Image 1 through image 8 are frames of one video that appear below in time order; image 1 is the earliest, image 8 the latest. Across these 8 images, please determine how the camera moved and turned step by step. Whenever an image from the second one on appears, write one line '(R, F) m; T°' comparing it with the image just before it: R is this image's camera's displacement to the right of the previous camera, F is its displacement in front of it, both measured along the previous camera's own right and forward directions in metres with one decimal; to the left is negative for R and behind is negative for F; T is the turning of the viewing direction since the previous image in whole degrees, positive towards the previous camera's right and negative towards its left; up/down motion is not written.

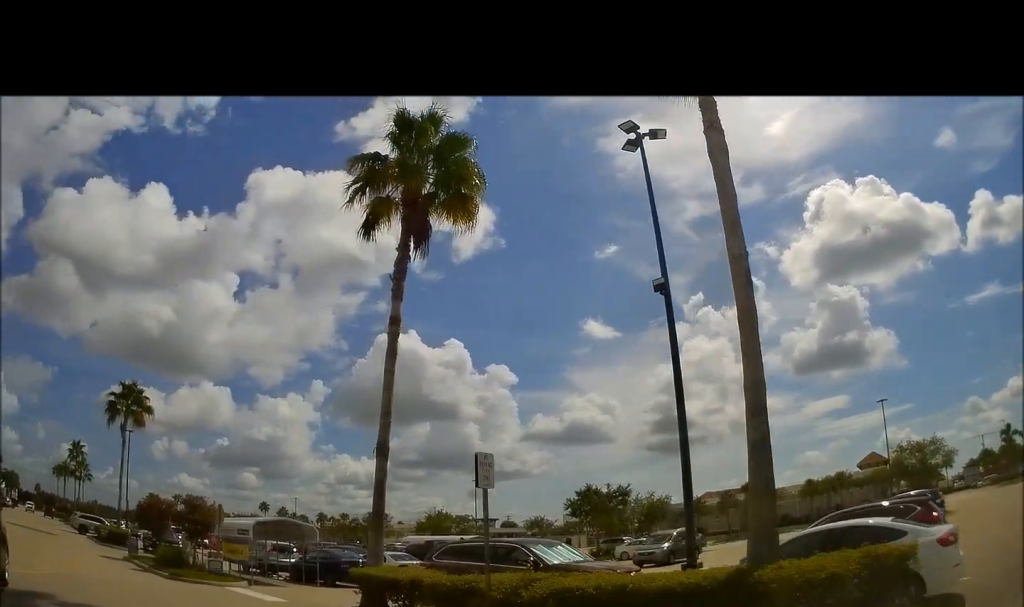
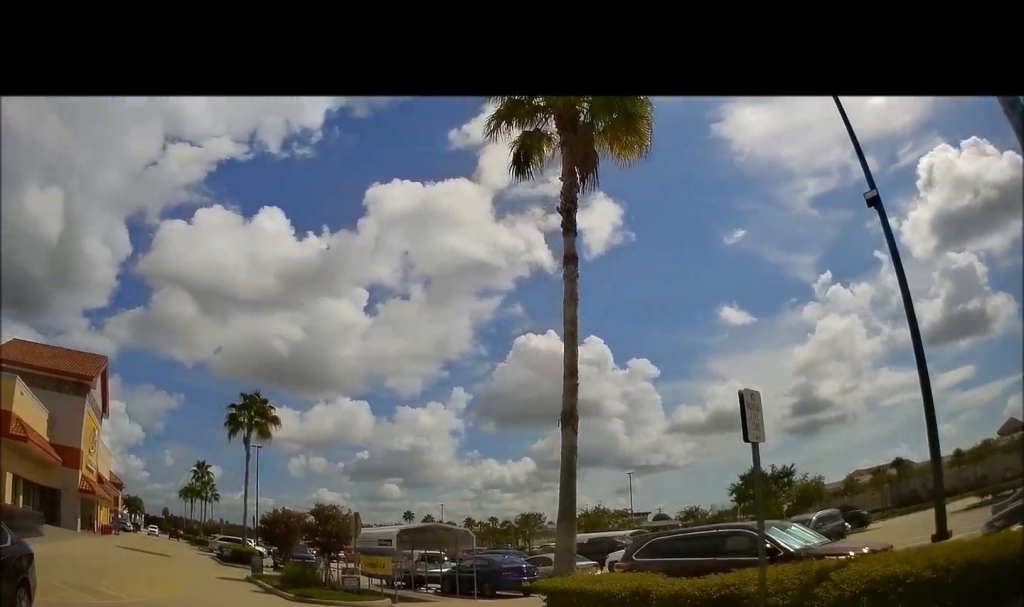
(-0.2, +2.5) m; -15°
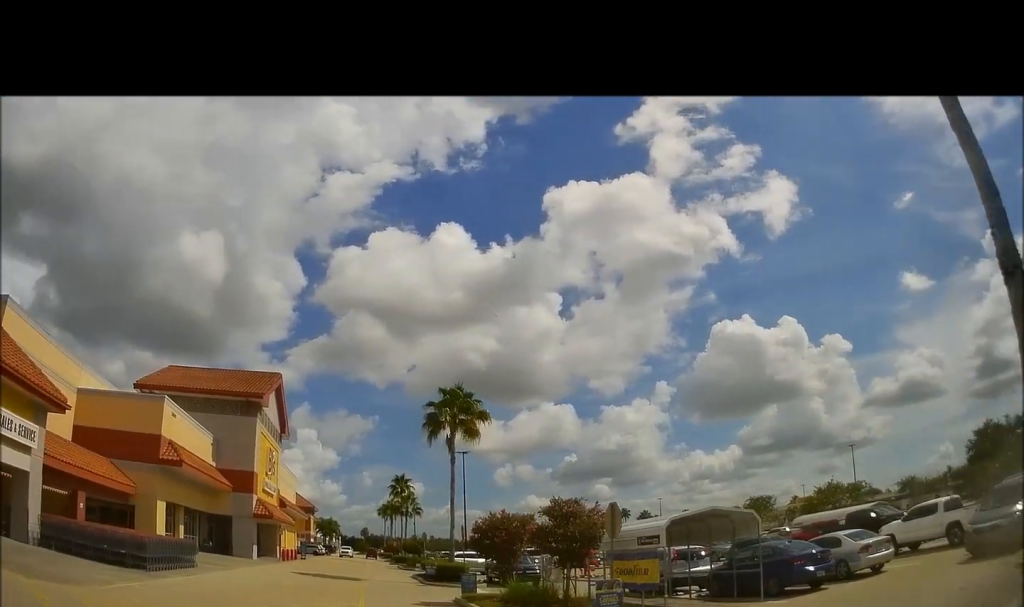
(-1.2, +4.3) m; -18°
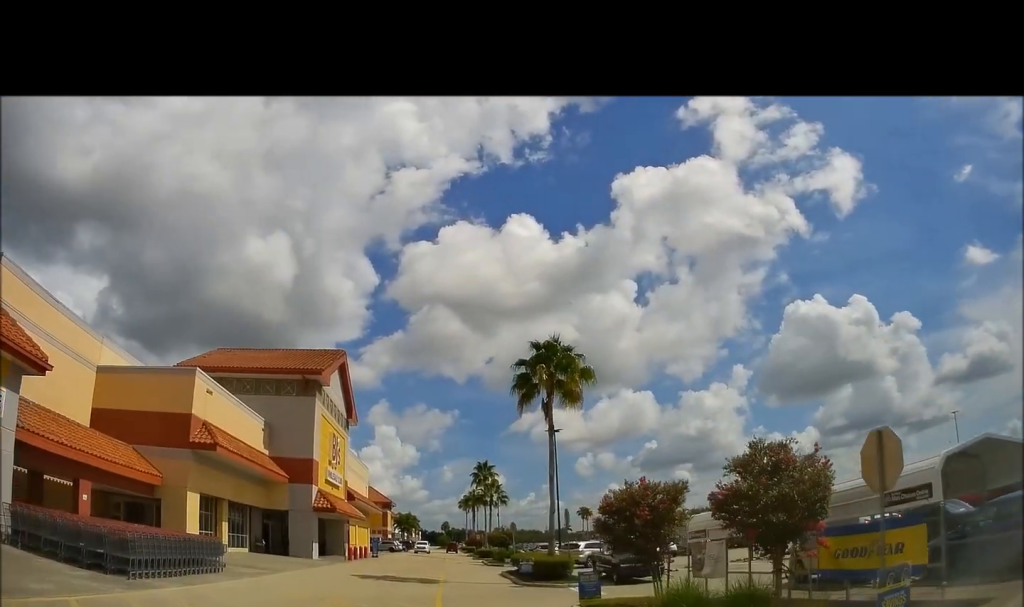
(-0.1, +5.9) m; 0°
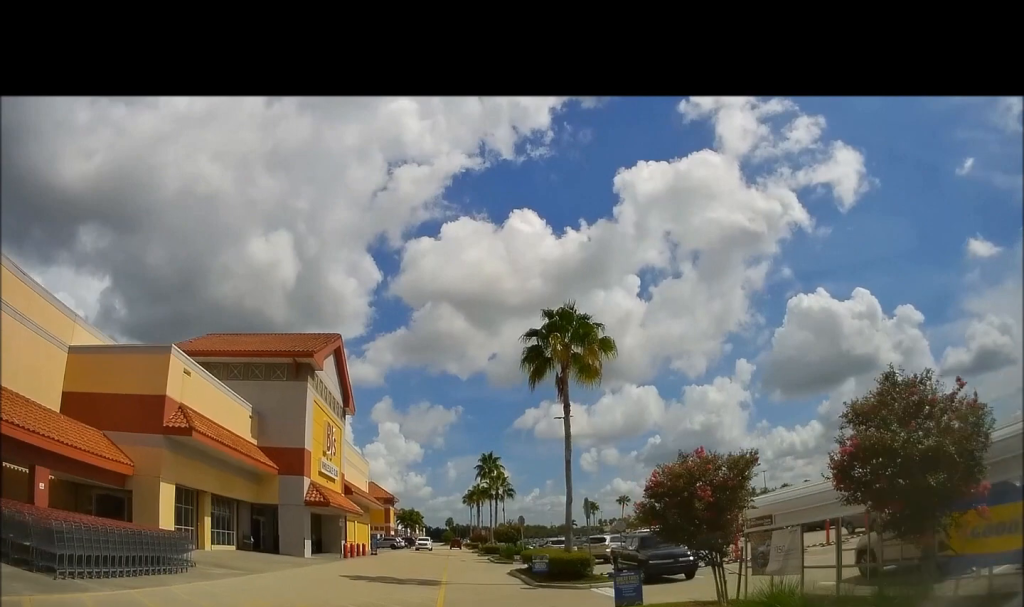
(+0.2, +3.0) m; 0°
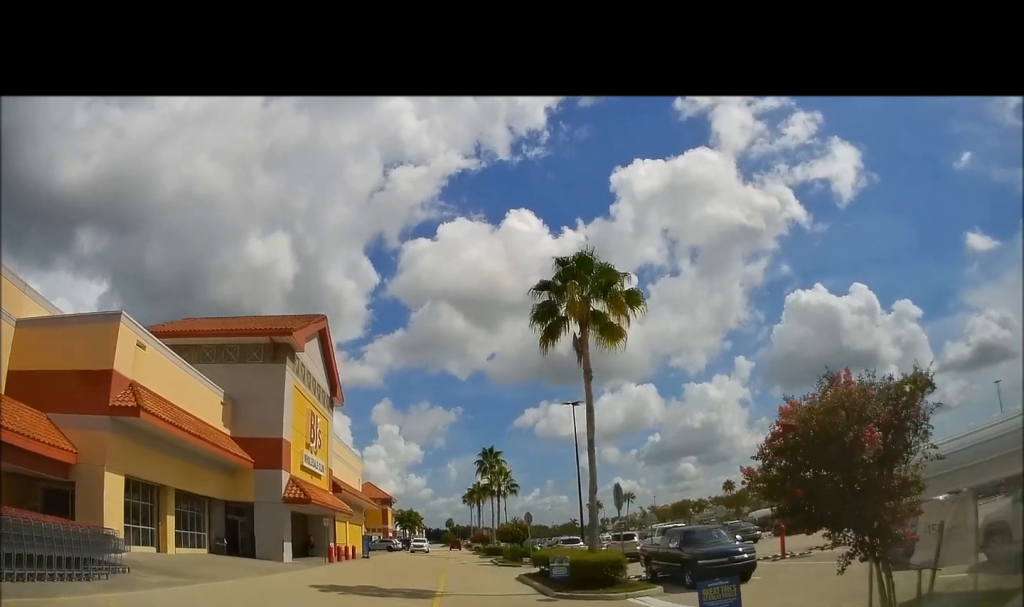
(-0.3, +4.4) m; -3°
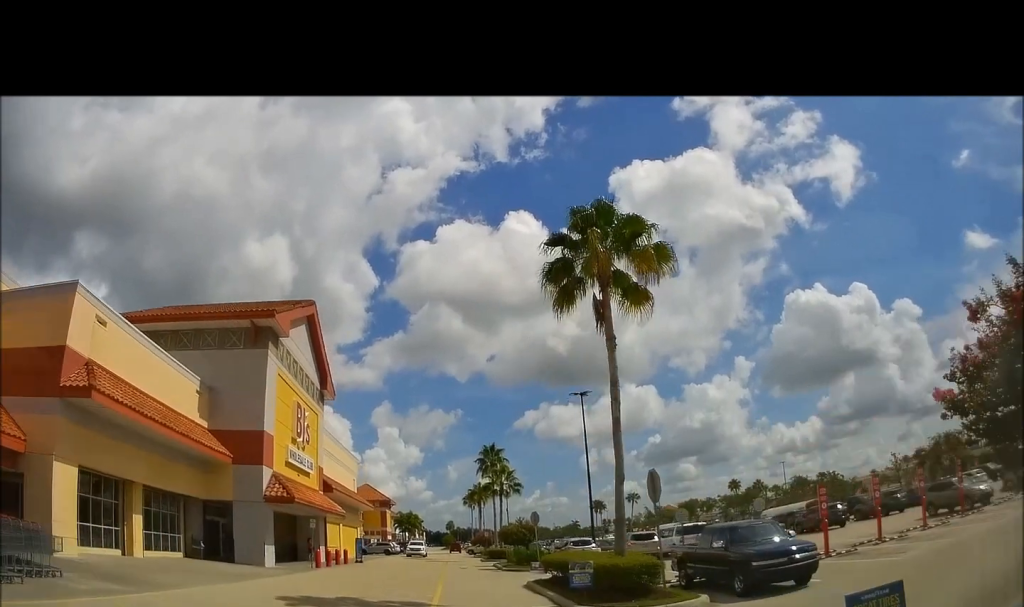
(-0.1, +3.2) m; -2°
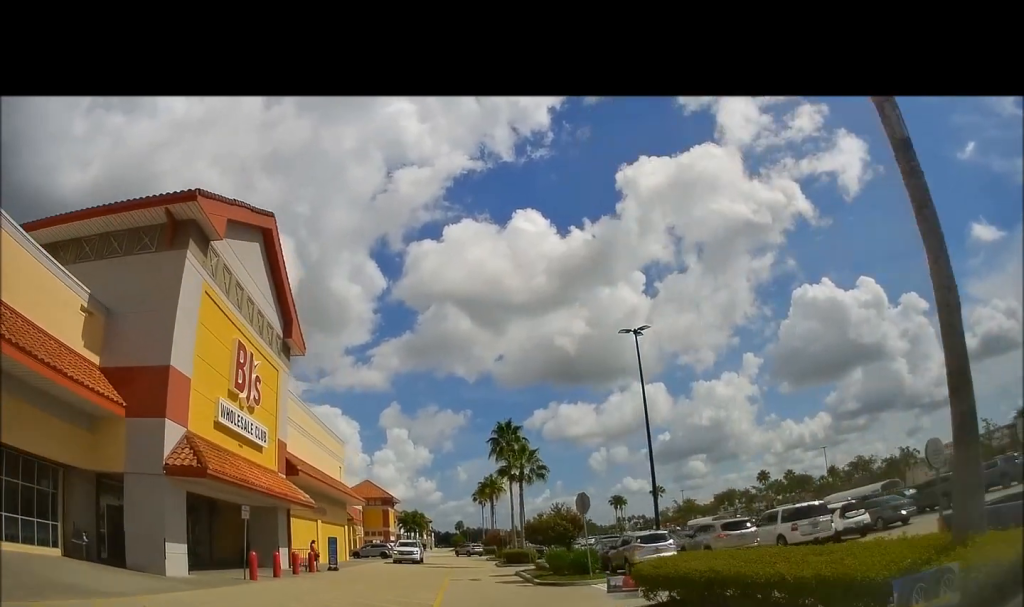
(0.0, +10.4) m; -1°
